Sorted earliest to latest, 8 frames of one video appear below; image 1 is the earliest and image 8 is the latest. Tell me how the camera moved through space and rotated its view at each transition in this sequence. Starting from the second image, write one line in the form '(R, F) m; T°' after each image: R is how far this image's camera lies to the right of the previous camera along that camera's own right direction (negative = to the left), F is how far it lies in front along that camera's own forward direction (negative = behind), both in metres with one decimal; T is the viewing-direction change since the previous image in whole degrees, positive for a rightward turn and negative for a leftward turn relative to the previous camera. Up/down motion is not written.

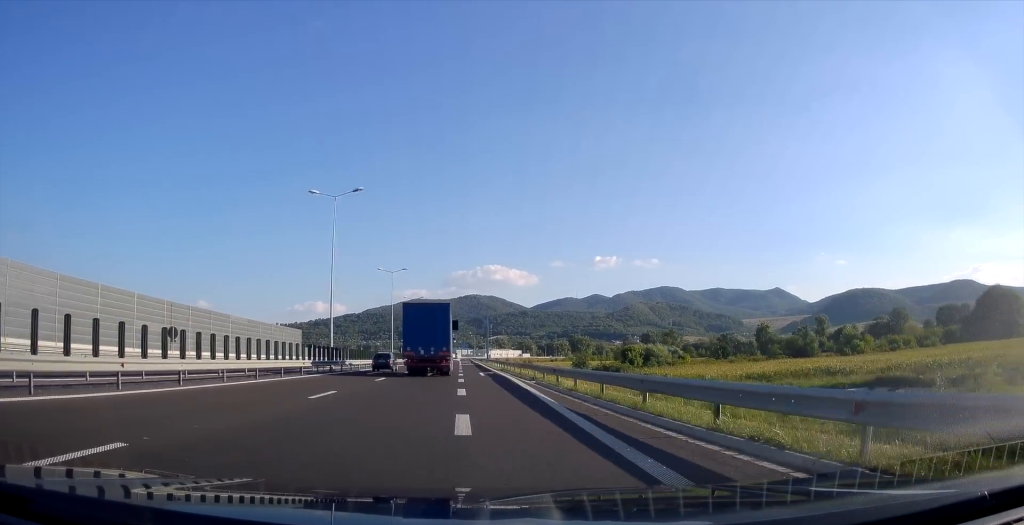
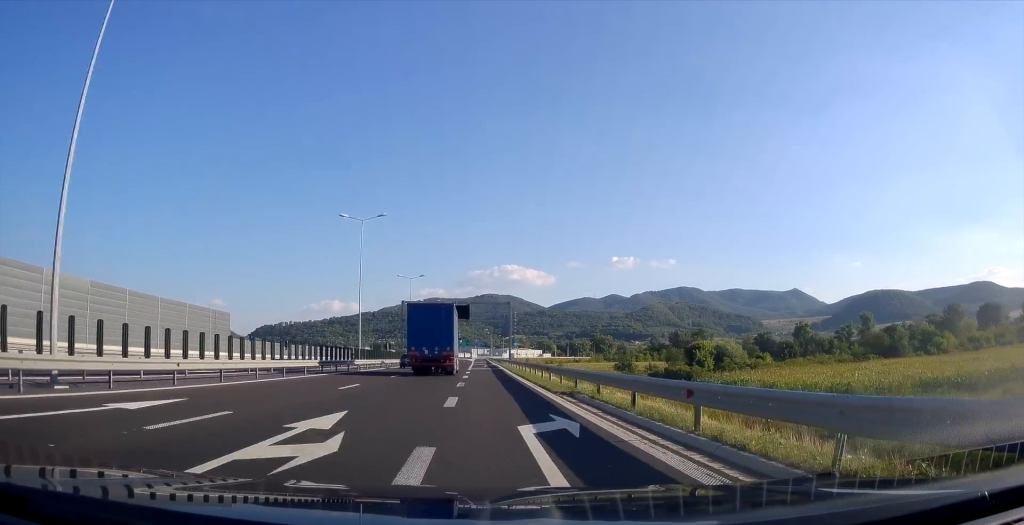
(+0.2, +31.7) m; 0°
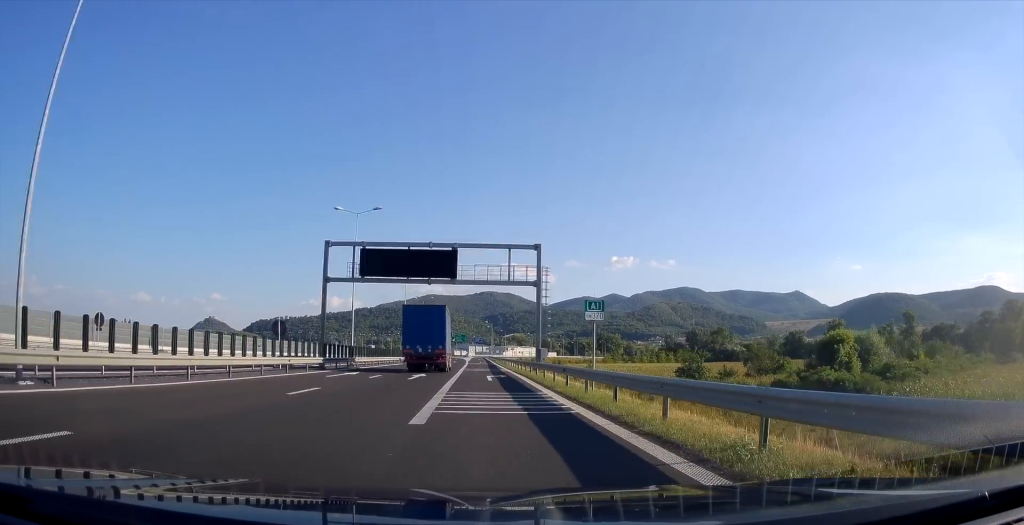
(0.0, +40.6) m; 0°
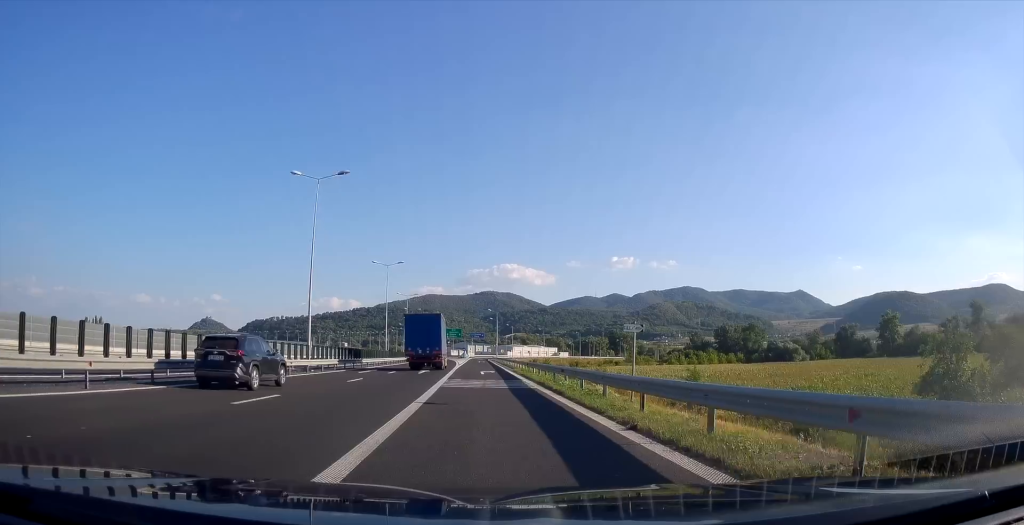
(-0.2, +54.3) m; 0°
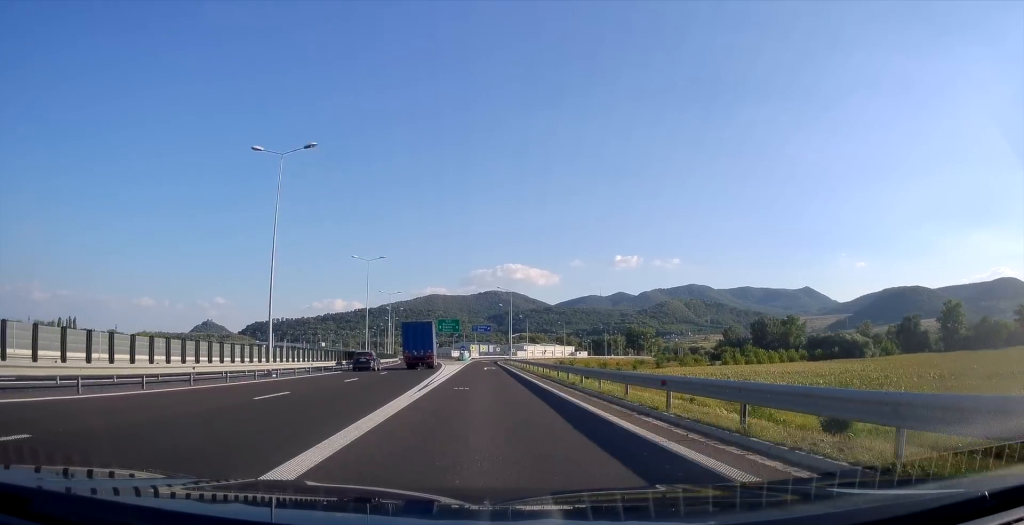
(+0.2, +47.3) m; 0°
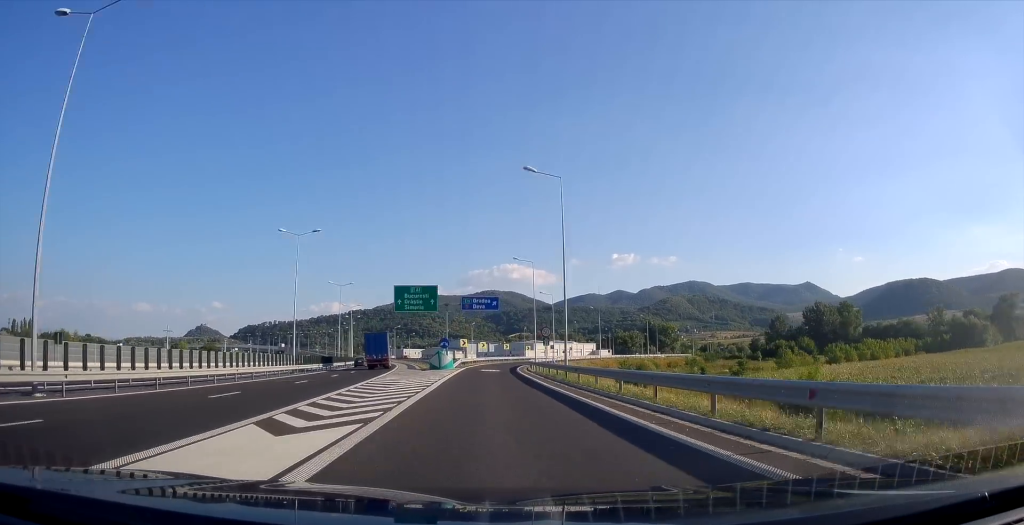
(-0.6, +58.7) m; 0°
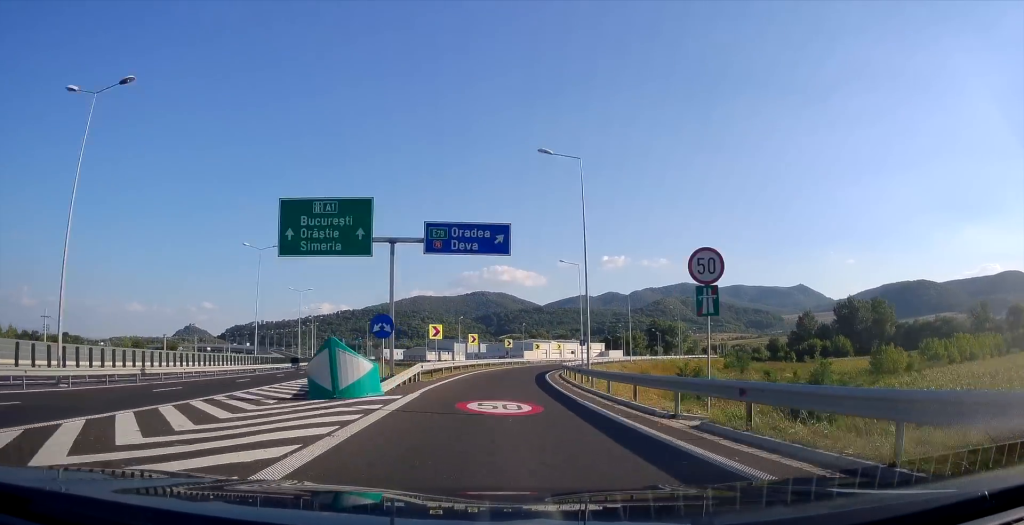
(+0.3, +36.3) m; +1°
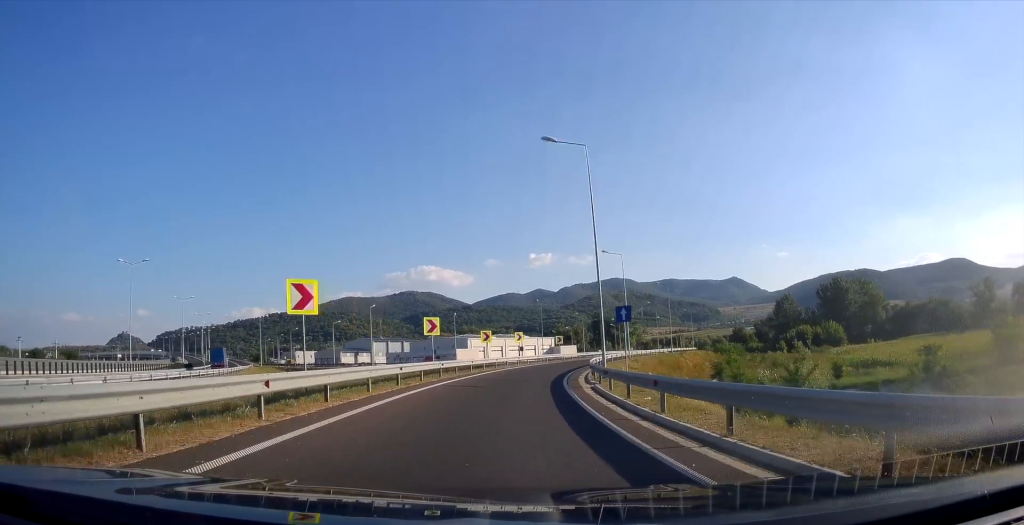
(+0.9, +37.9) m; +5°
